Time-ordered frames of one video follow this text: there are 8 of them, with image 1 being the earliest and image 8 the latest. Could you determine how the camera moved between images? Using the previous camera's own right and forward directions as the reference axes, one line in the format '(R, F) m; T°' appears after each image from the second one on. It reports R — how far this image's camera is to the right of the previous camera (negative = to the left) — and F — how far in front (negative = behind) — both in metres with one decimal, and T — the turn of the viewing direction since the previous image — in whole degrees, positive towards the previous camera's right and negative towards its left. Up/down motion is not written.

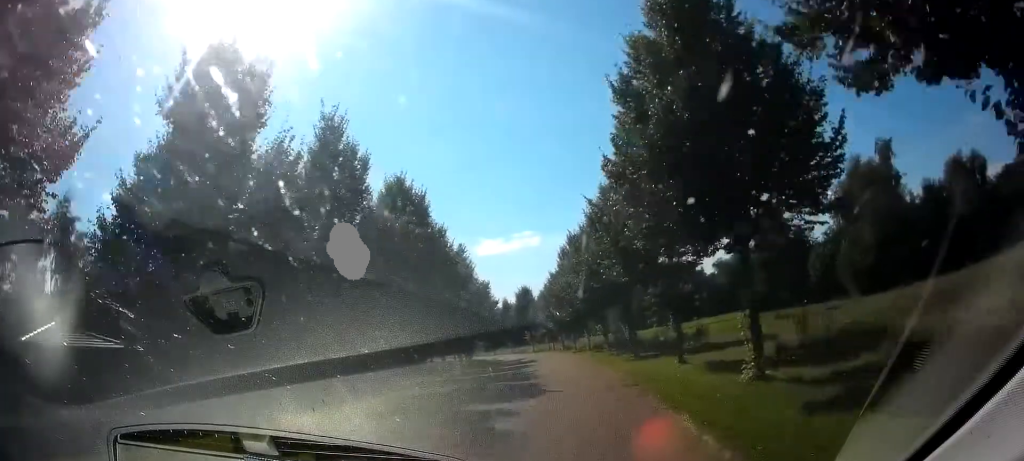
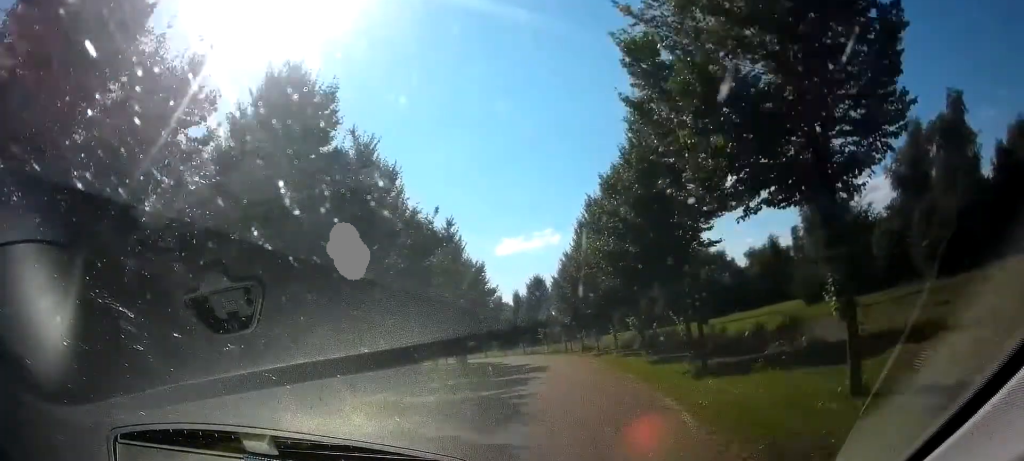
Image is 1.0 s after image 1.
(-0.4, +9.3) m; -3°
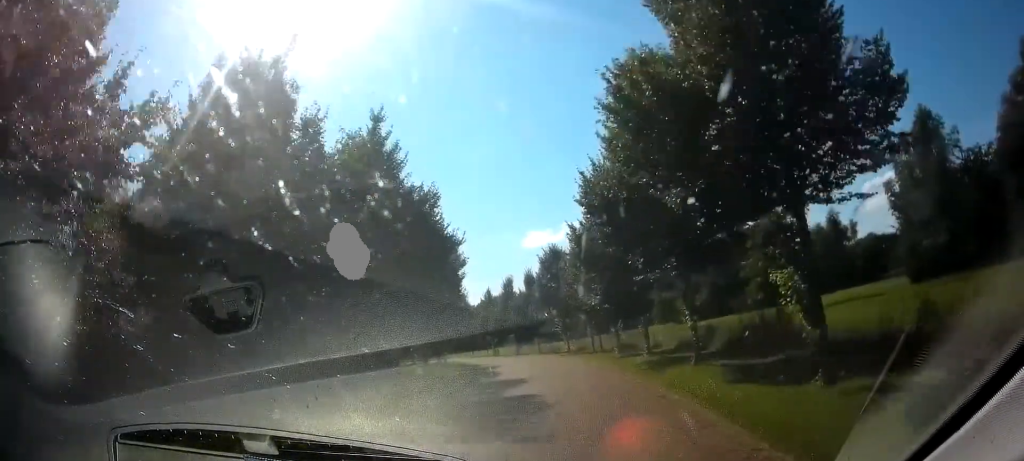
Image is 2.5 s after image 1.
(+0.2, +14.5) m; 0°
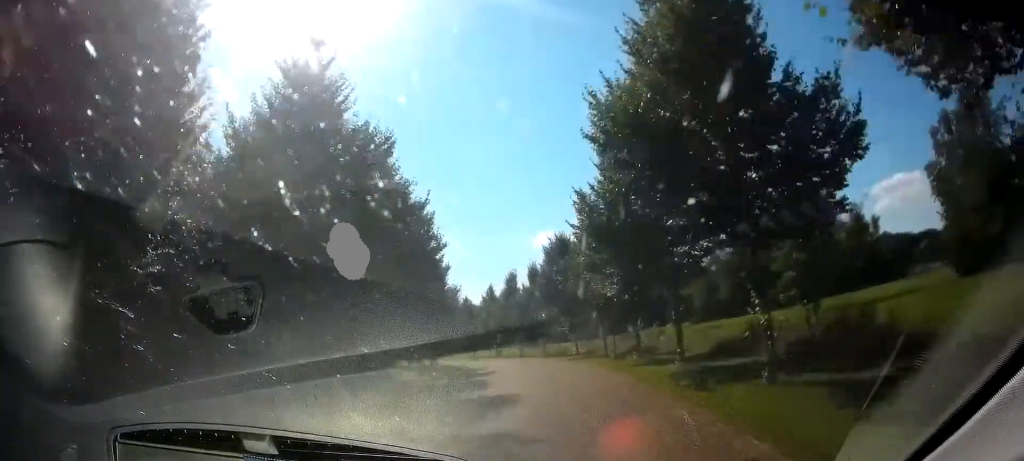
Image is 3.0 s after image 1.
(-0.2, +4.8) m; -1°
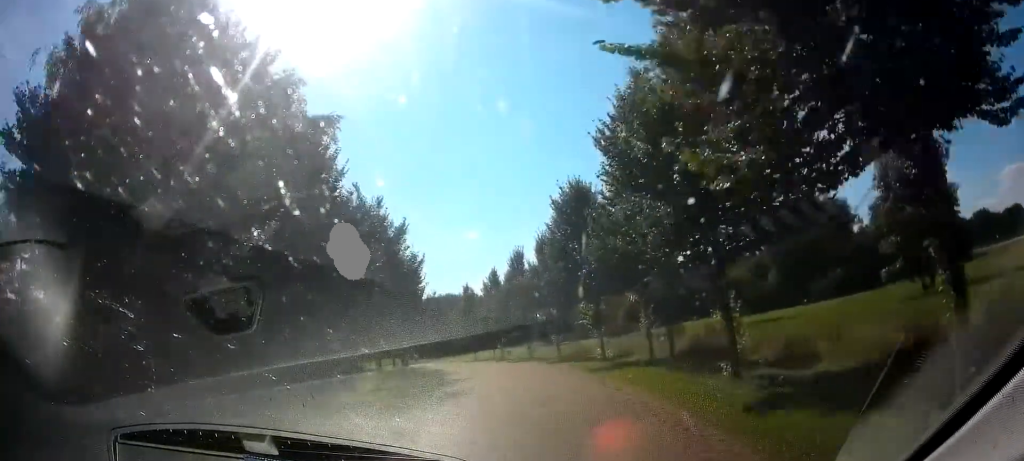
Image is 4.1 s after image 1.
(-0.2, +10.9) m; -3°
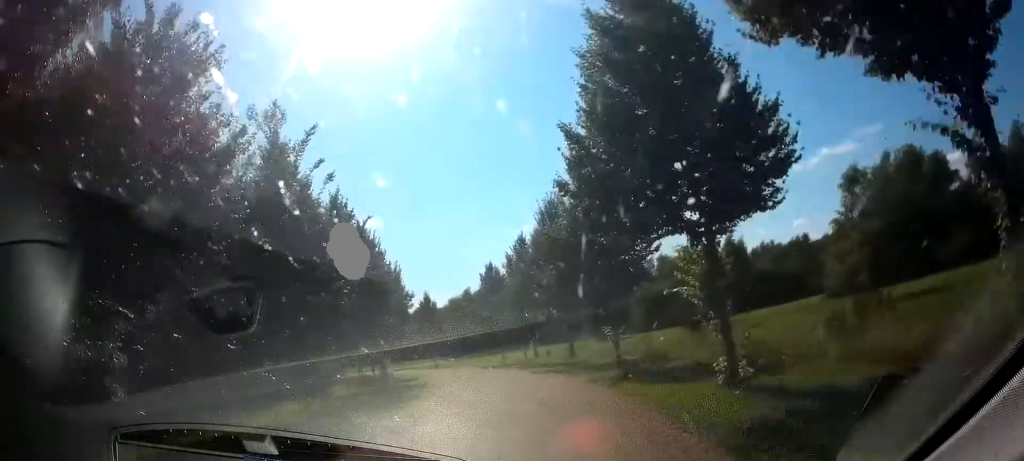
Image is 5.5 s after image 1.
(-0.6, +13.4) m; -10°
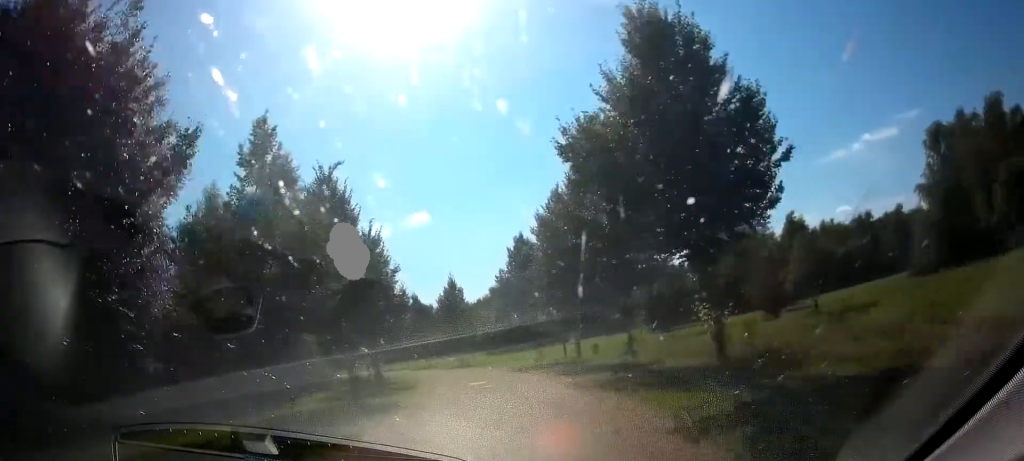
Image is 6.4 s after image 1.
(-0.8, +8.2) m; -5°
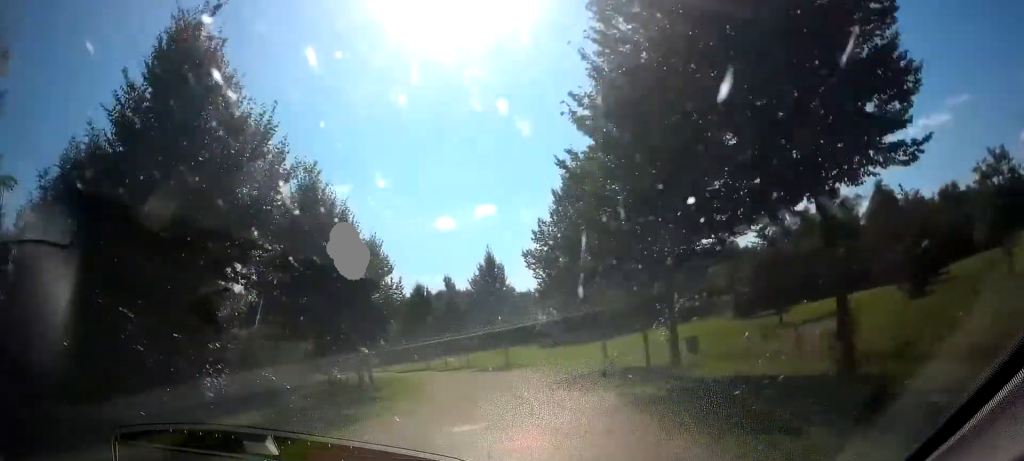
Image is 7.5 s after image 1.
(-0.1, +10.0) m; -2°
